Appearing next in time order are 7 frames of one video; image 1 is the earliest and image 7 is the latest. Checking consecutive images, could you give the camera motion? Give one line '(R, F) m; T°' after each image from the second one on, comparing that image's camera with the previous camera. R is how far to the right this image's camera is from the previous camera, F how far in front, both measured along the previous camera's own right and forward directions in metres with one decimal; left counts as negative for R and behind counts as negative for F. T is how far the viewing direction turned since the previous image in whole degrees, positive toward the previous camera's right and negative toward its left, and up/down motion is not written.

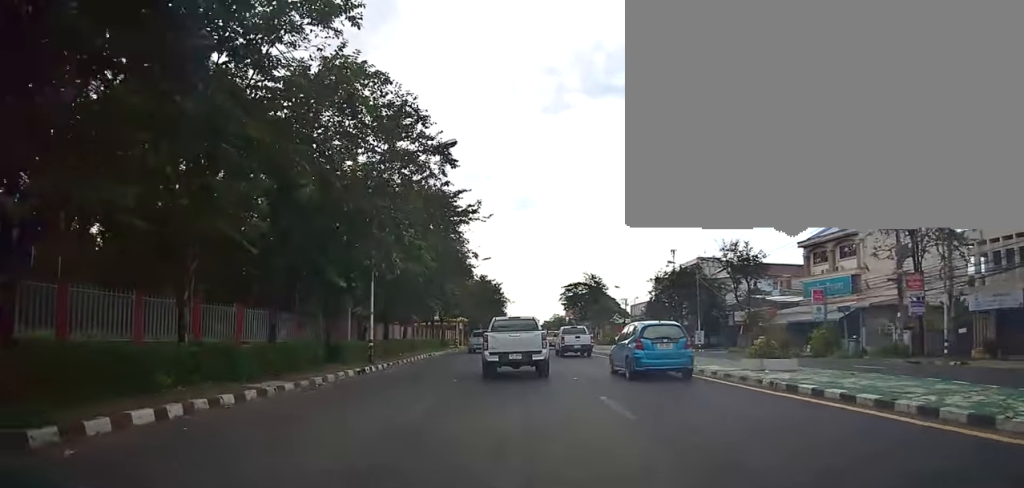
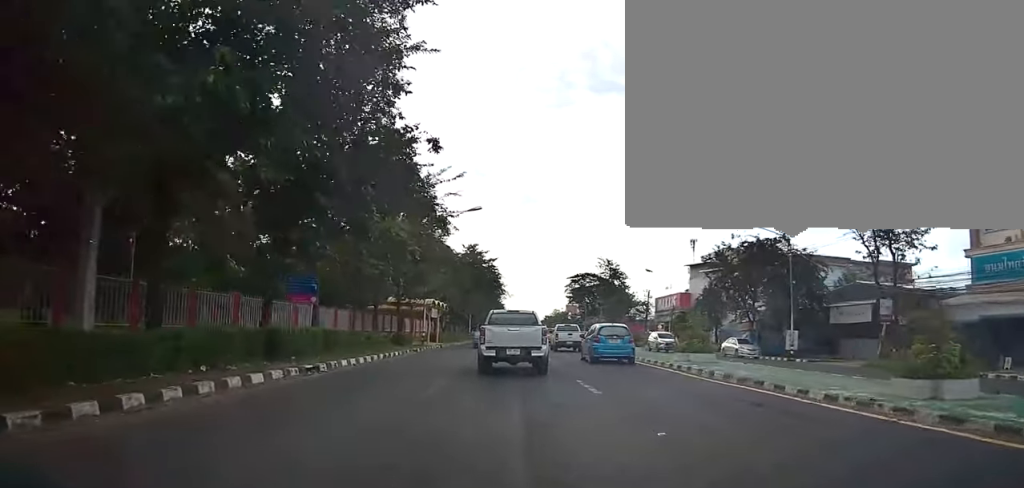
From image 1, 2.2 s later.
(+0.3, +21.2) m; +2°
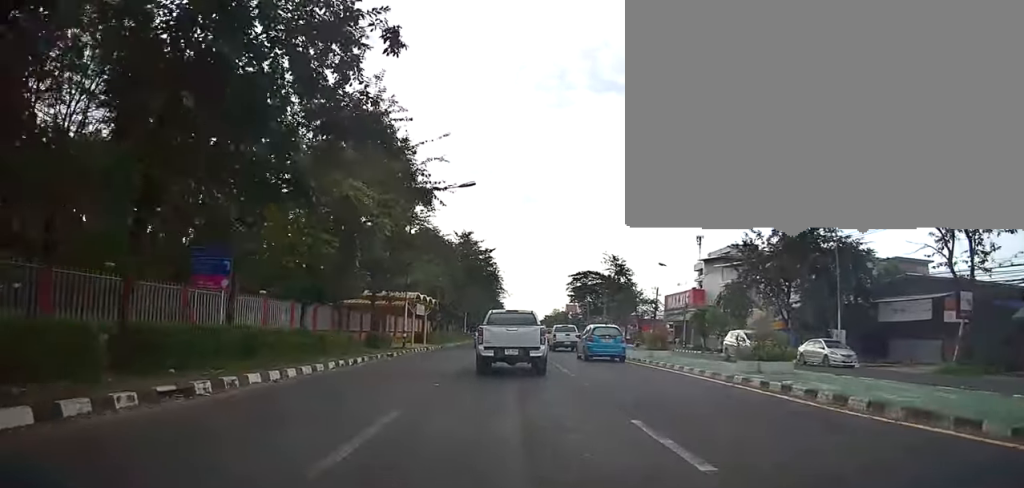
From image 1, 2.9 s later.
(0.0, +6.4) m; 0°
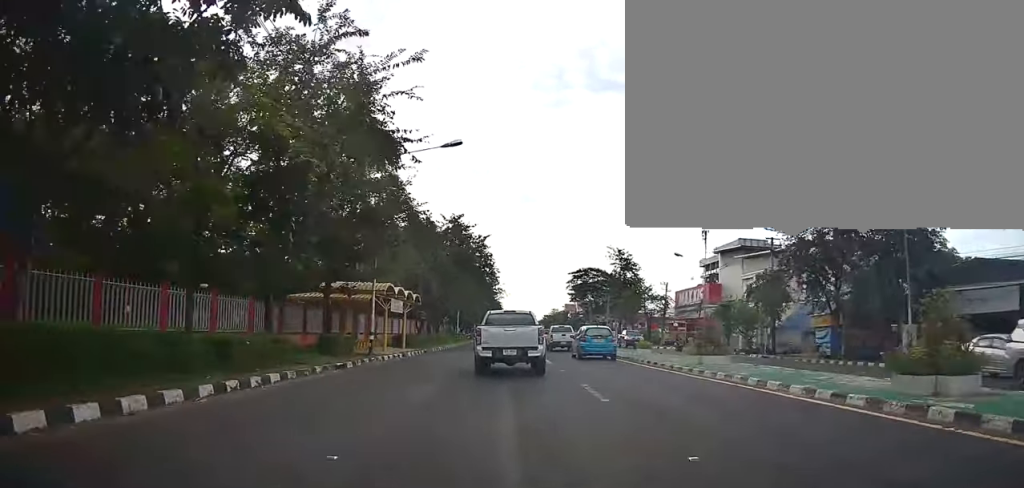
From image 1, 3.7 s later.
(0.0, +7.1) m; 0°
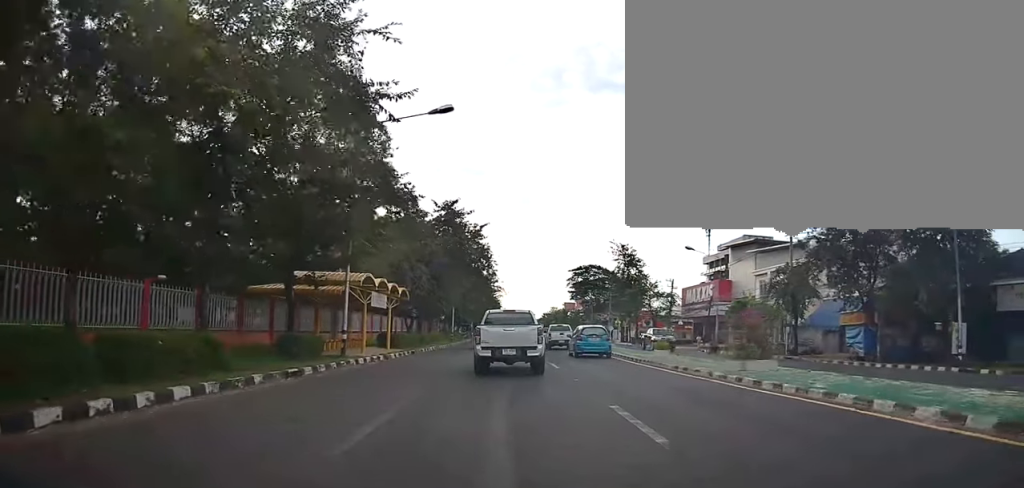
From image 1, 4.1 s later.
(0.0, +3.8) m; 0°
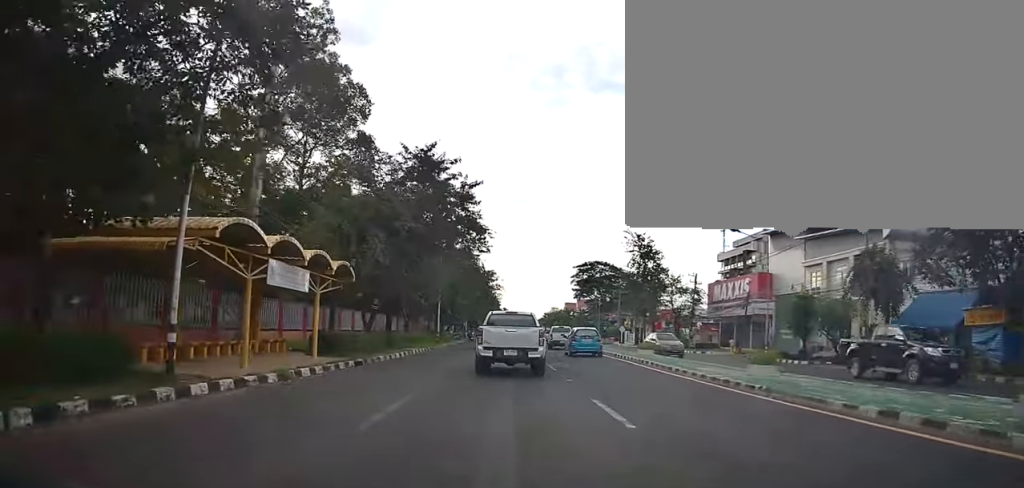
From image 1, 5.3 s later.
(-0.1, +10.8) m; 0°
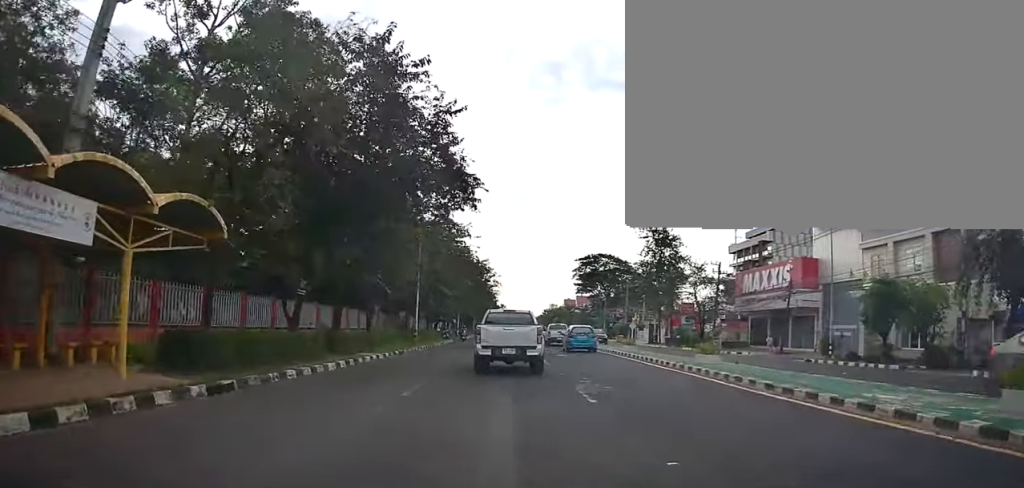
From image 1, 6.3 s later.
(0.0, +9.6) m; 0°
